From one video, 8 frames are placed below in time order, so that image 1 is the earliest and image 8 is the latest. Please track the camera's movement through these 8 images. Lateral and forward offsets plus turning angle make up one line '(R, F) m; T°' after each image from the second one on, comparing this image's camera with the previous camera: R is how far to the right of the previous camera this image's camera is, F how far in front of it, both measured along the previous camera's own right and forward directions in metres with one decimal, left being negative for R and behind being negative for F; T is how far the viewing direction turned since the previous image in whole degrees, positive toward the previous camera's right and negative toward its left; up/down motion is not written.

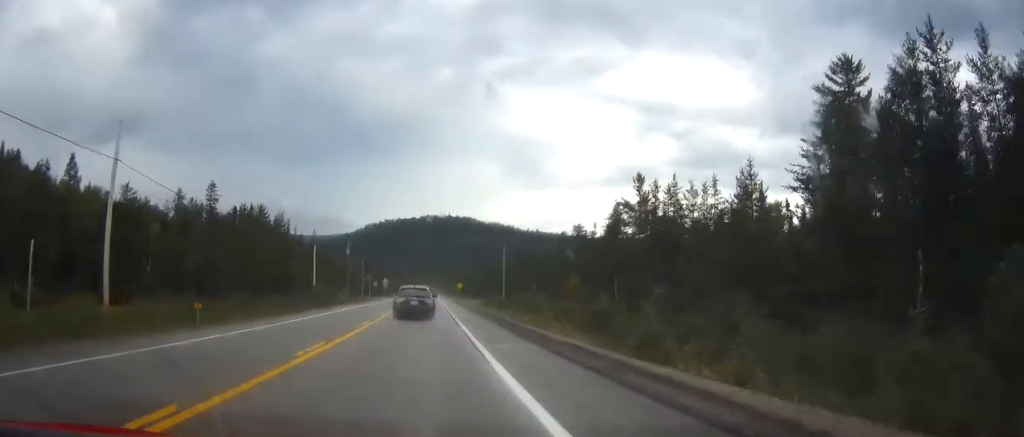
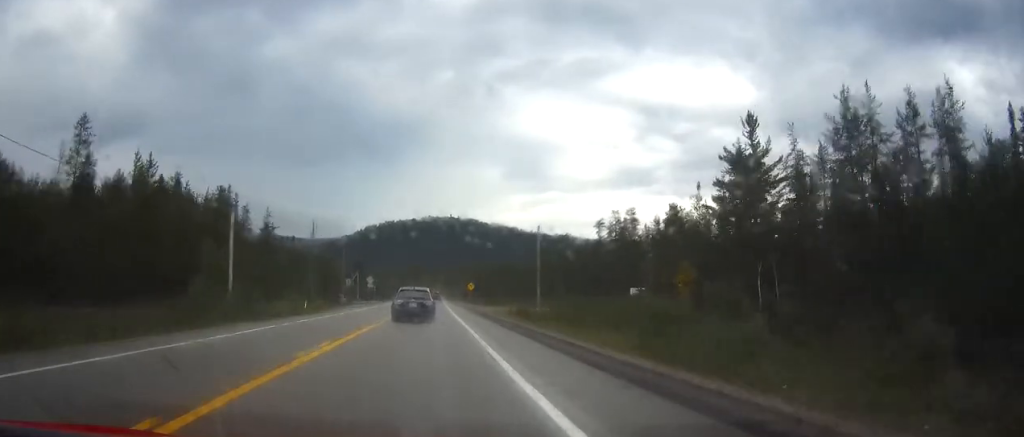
(+0.1, +37.3) m; +1°
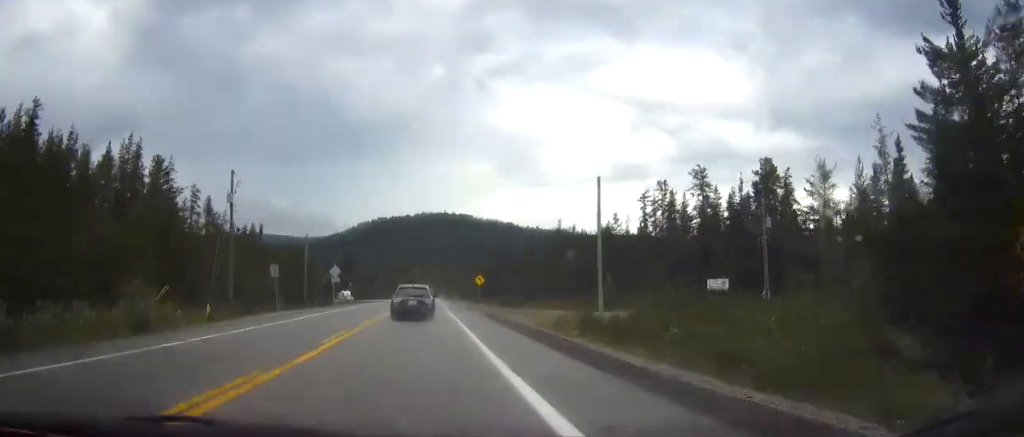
(+0.1, +33.0) m; 0°
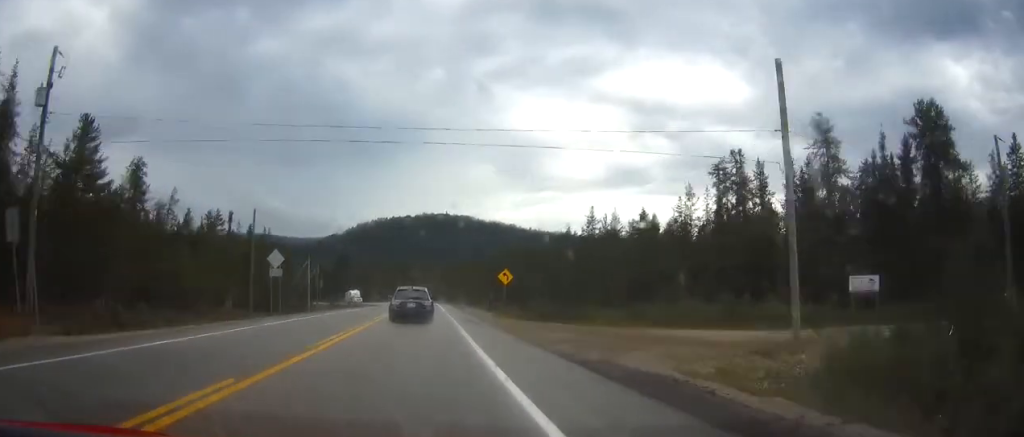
(0.0, +28.1) m; 0°
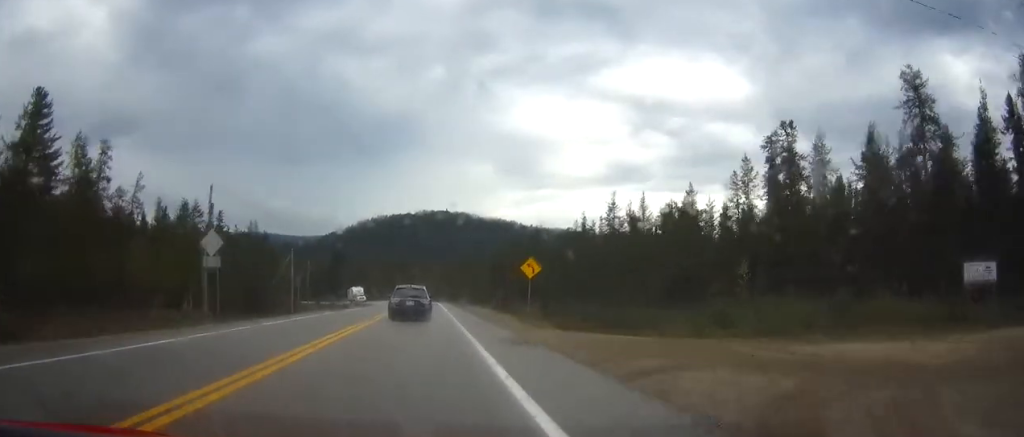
(0.0, +13.5) m; 0°
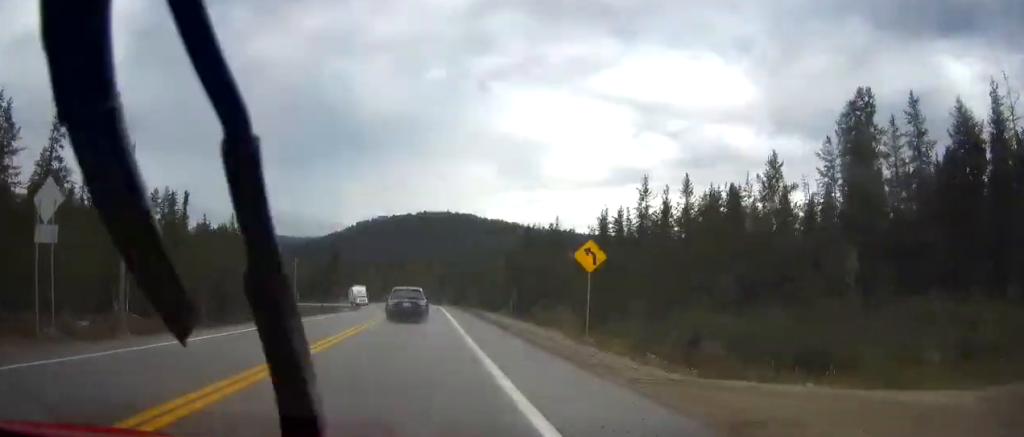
(0.0, +15.0) m; 0°
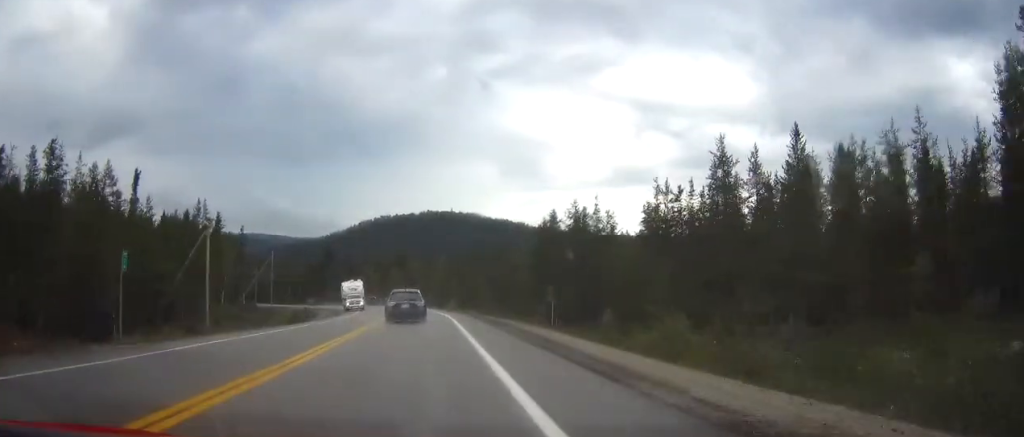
(0.0, +23.2) m; 0°
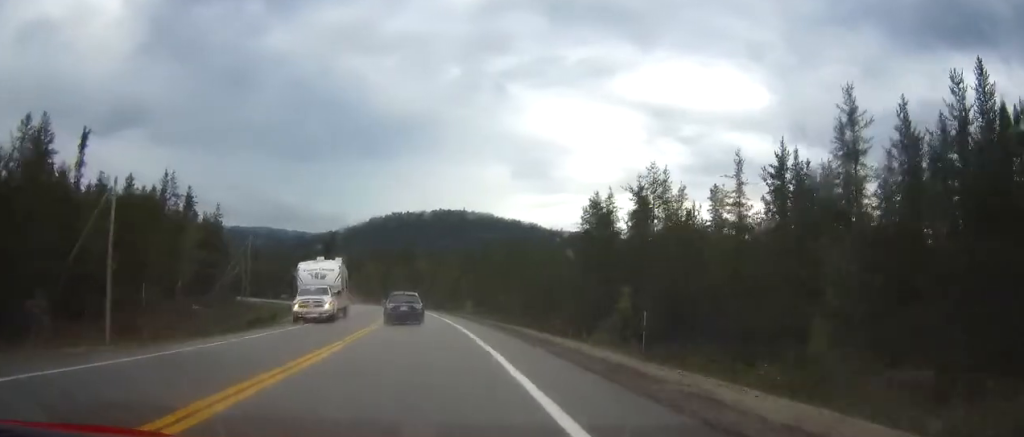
(-0.2, +20.6) m; -1°
